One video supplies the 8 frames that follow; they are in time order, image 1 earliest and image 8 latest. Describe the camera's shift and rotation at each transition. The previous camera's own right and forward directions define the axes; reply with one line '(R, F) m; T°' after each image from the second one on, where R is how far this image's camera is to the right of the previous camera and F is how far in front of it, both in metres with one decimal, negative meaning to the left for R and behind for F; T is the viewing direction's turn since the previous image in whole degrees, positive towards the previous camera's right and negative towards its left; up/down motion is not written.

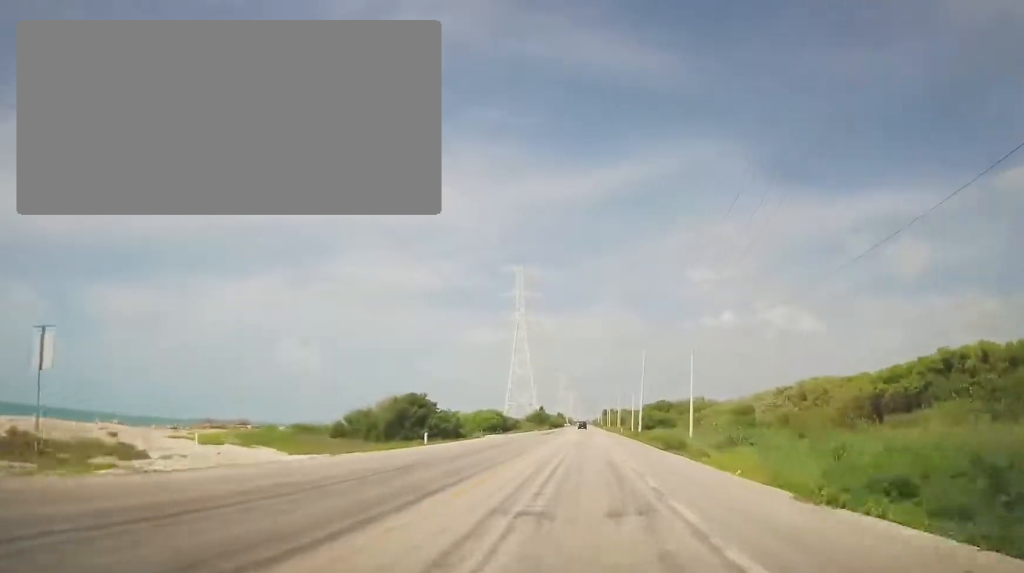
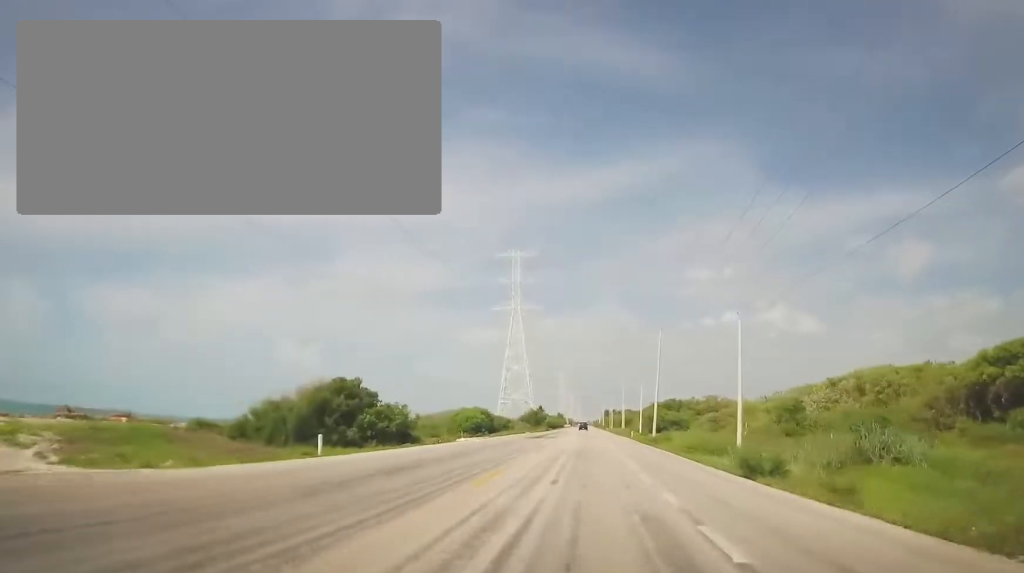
(+0.1, +14.7) m; +1°
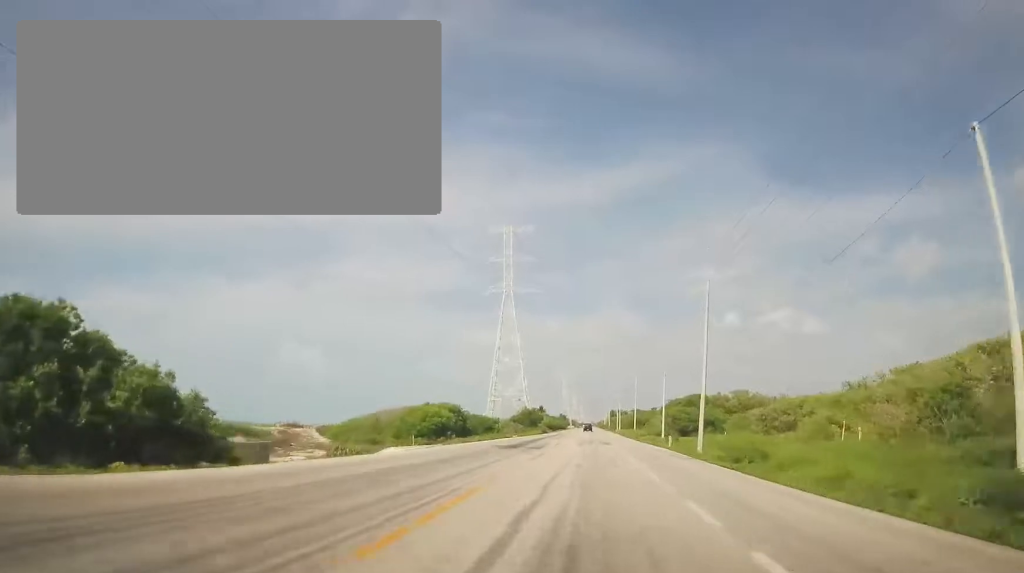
(+0.1, +22.2) m; 0°
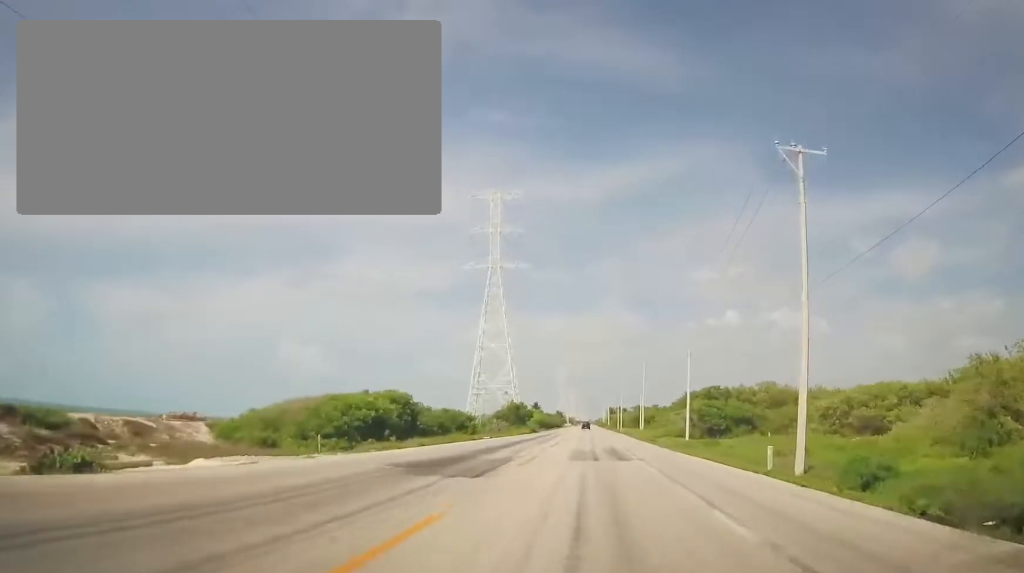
(0.0, +17.9) m; 0°
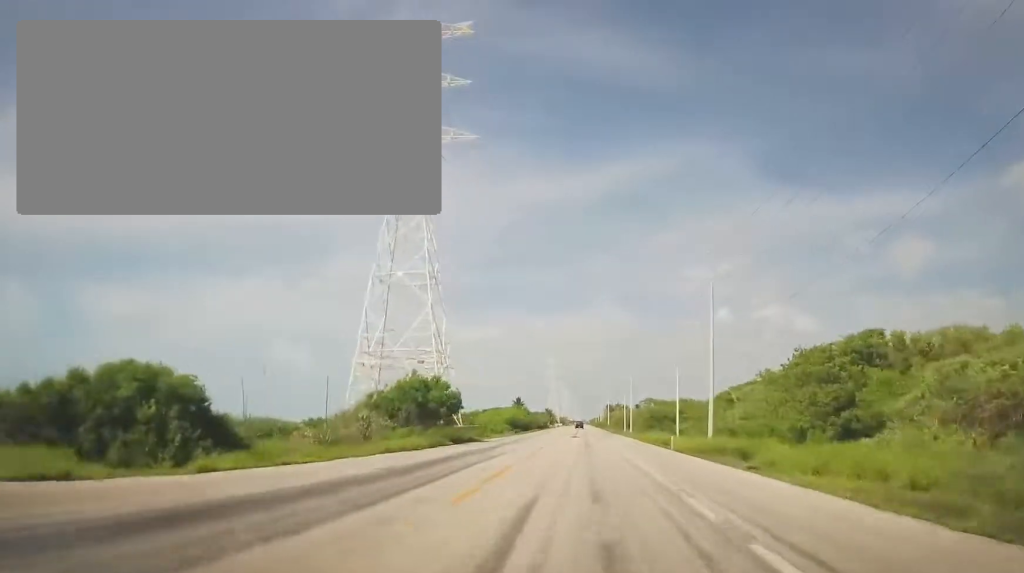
(0.0, +51.8) m; +1°
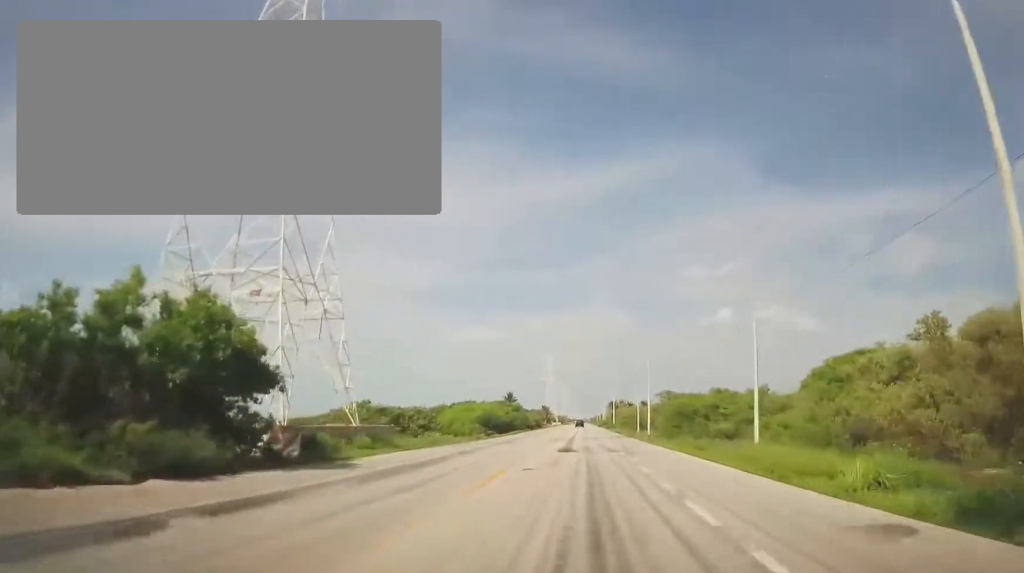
(+0.3, +28.7) m; +1°
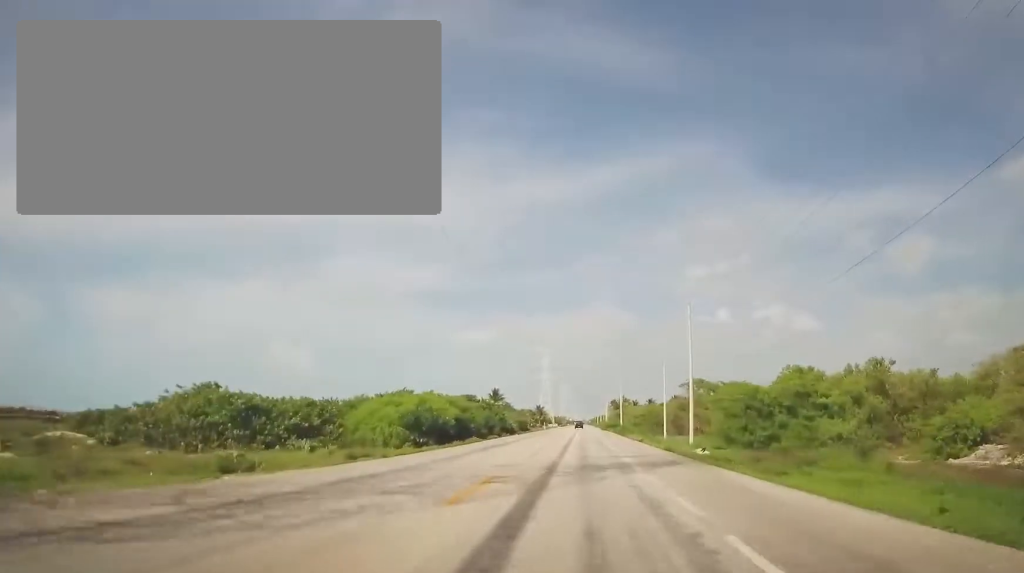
(-0.1, +31.4) m; -1°
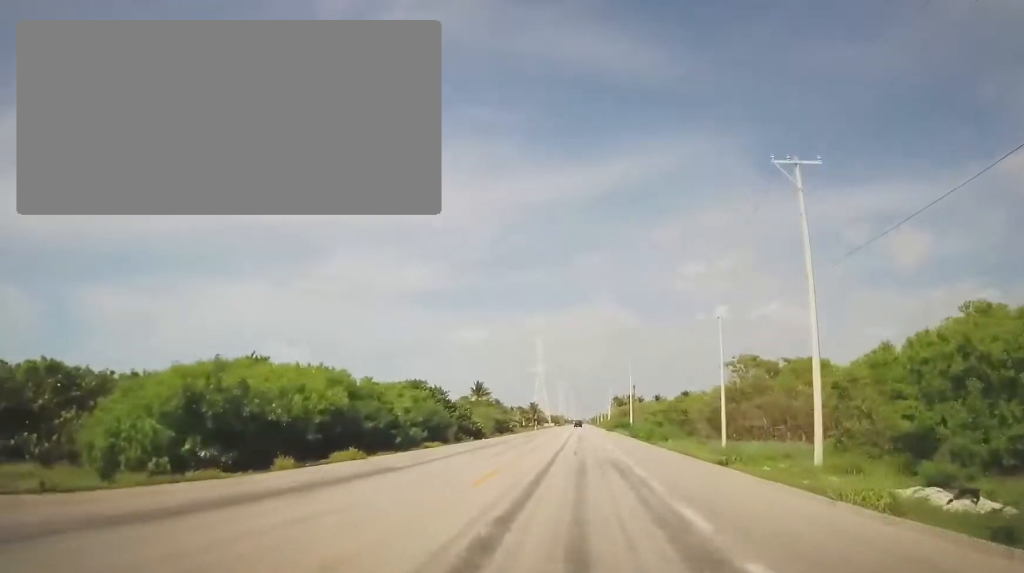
(-0.4, +26.1) m; 0°
